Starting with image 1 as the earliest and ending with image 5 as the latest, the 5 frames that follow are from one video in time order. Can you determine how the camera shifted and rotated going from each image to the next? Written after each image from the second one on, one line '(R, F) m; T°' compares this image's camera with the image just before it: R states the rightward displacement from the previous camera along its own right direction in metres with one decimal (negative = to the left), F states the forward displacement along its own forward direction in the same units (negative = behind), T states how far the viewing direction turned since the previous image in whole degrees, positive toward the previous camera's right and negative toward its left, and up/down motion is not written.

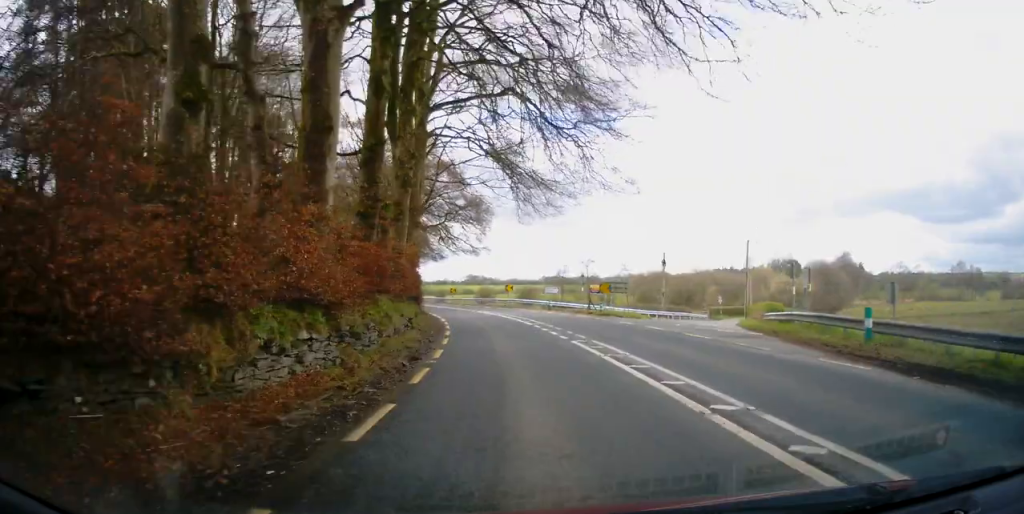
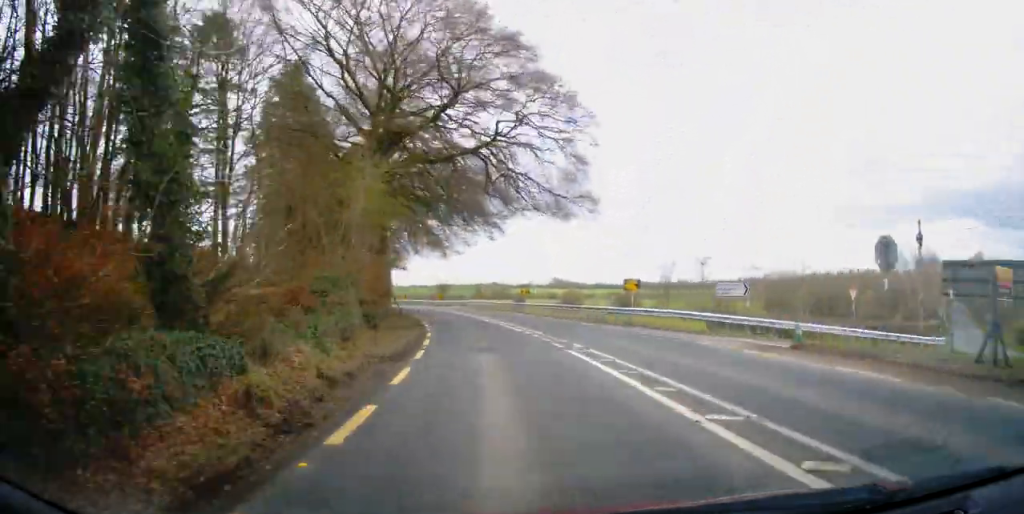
(-1.1, +30.7) m; -7°
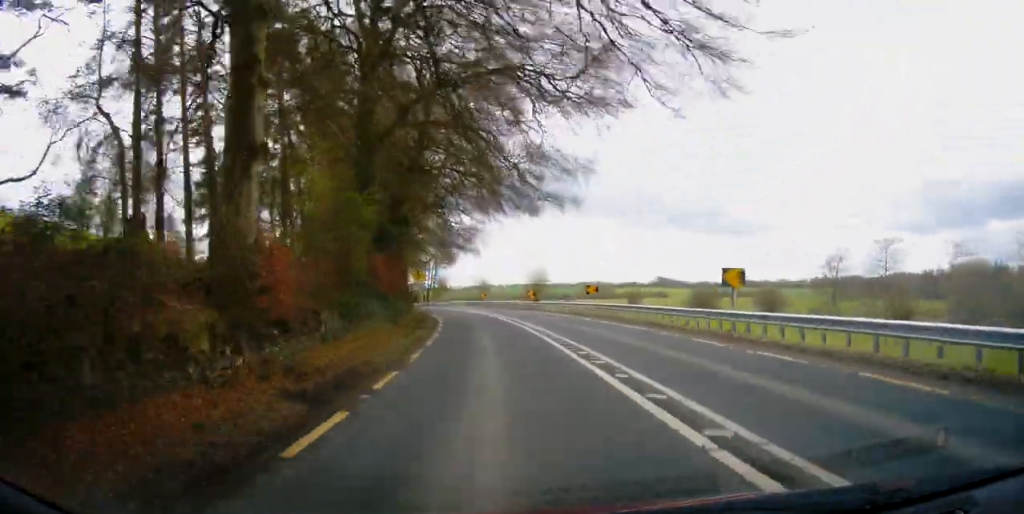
(-2.8, +31.2) m; -10°
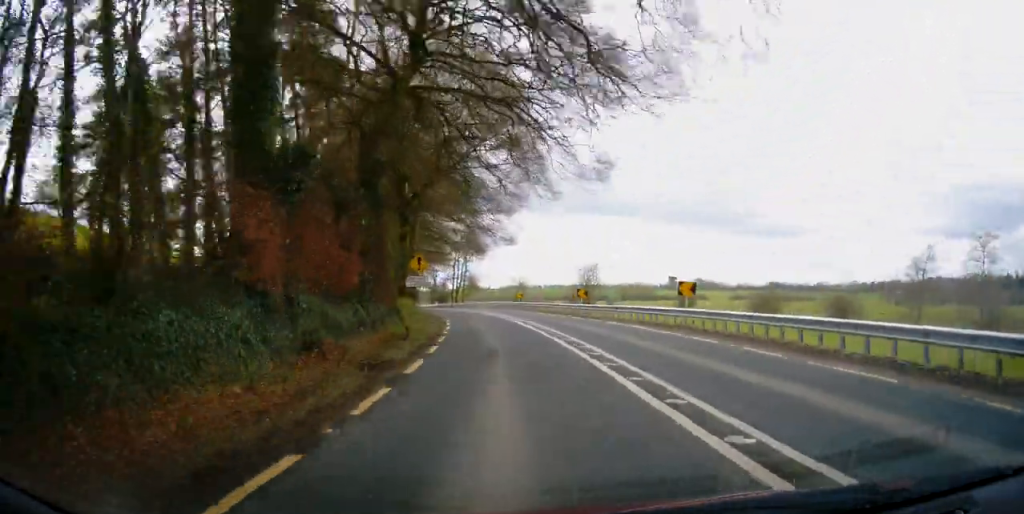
(-0.6, +13.7) m; -4°
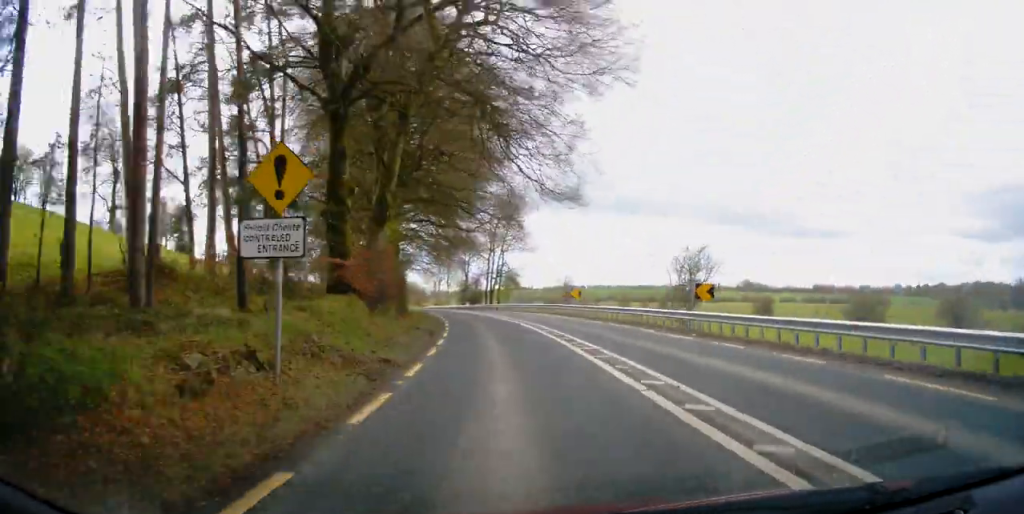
(-1.0, +19.9) m; -5°
